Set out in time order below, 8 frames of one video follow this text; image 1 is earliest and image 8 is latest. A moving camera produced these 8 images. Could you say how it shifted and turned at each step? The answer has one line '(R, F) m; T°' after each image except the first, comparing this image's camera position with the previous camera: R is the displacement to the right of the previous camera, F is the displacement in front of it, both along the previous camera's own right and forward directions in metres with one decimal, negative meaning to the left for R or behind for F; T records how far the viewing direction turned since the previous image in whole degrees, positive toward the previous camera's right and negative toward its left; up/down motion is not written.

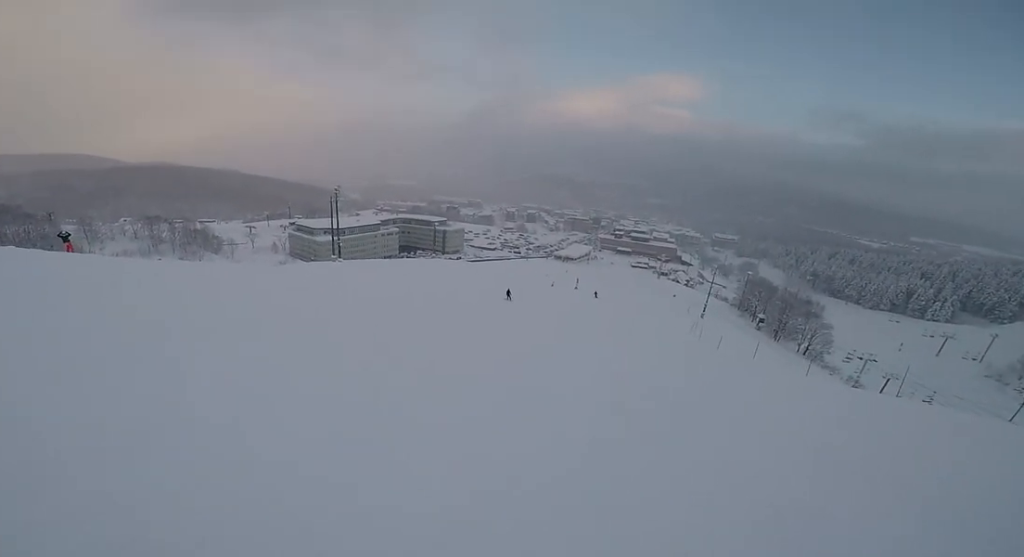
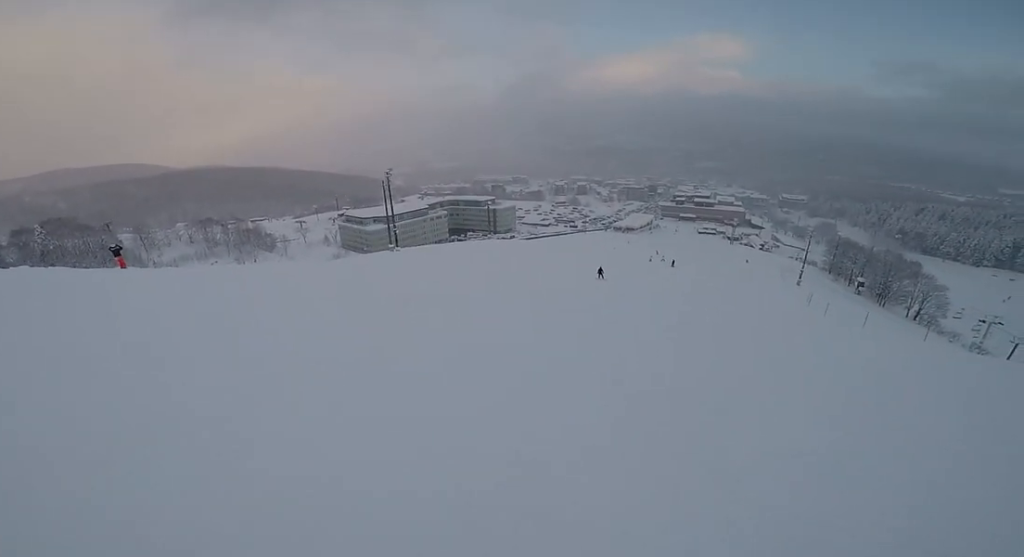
(-2.3, +5.5) m; -25°
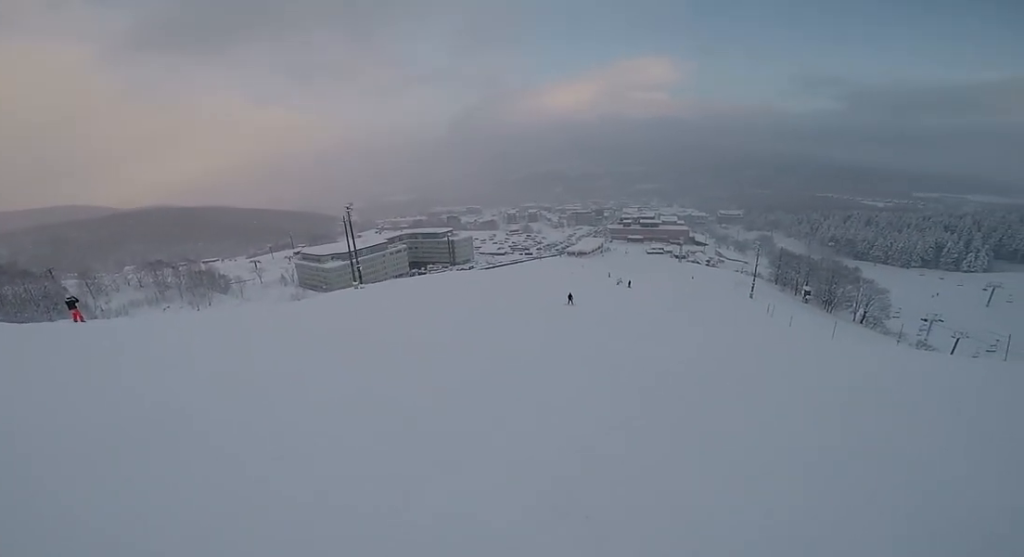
(0.0, +2.1) m; +8°
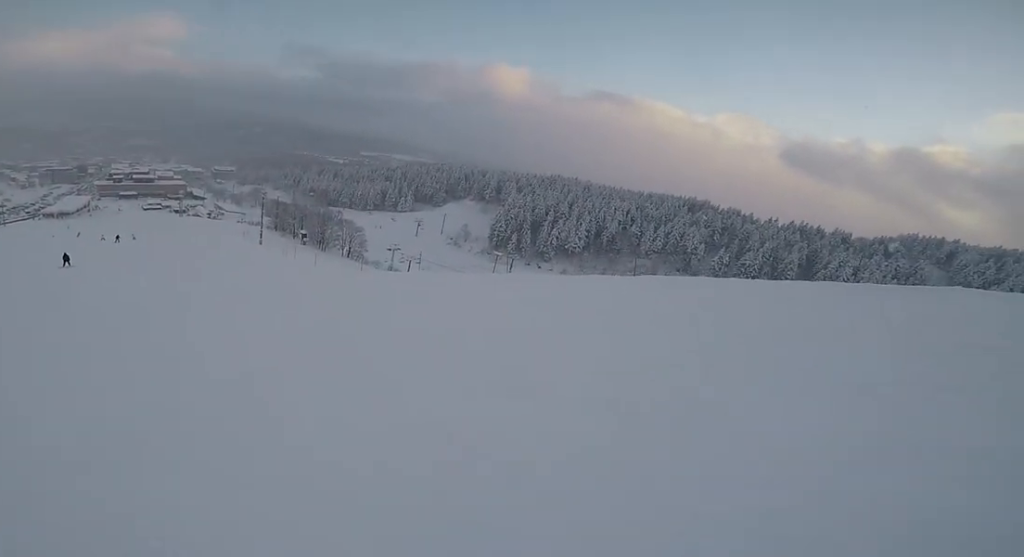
(+5.0, +5.6) m; +74°
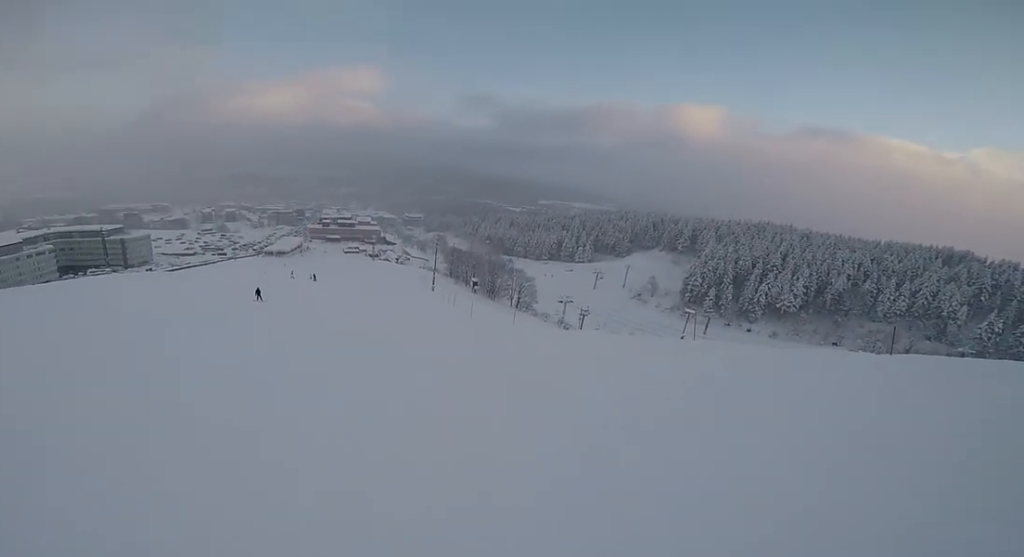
(+0.4, +4.2) m; -8°
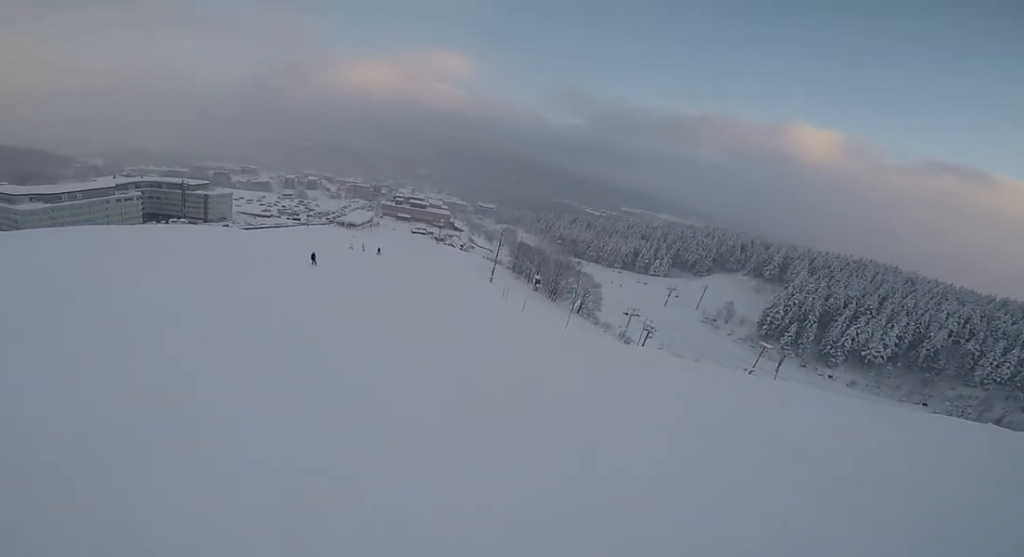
(-0.2, +2.3) m; -13°
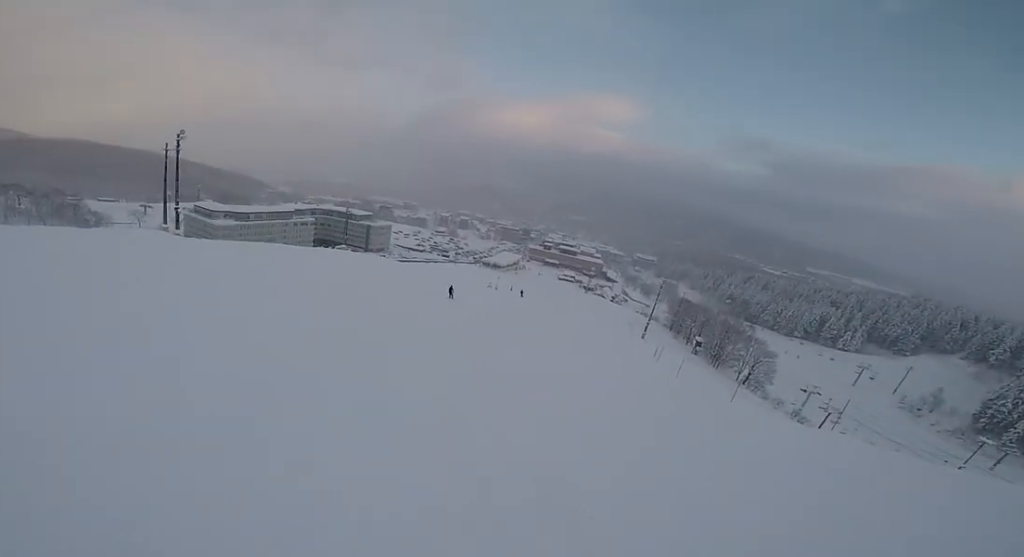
(-0.3, +2.5) m; -14°
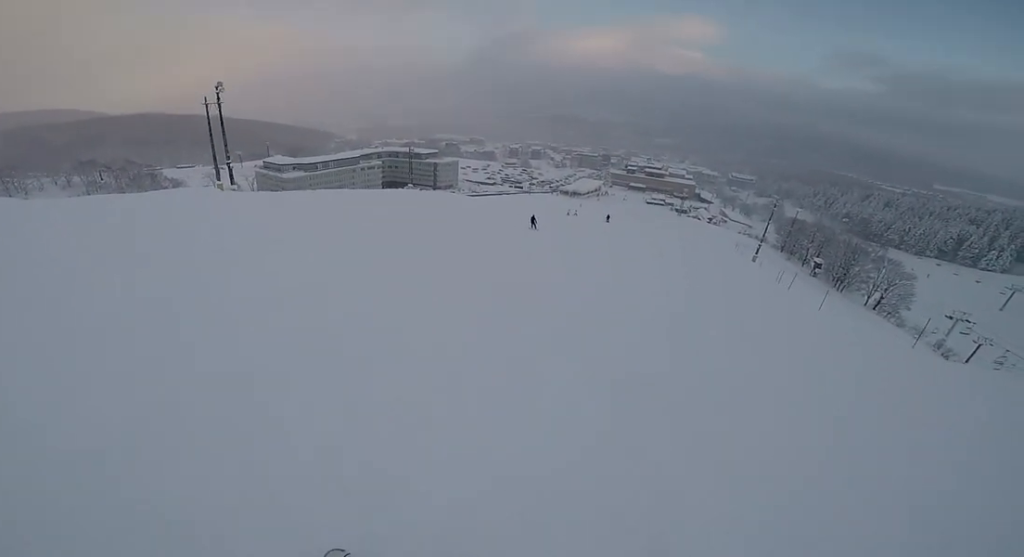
(-0.6, +3.7) m; -25°
